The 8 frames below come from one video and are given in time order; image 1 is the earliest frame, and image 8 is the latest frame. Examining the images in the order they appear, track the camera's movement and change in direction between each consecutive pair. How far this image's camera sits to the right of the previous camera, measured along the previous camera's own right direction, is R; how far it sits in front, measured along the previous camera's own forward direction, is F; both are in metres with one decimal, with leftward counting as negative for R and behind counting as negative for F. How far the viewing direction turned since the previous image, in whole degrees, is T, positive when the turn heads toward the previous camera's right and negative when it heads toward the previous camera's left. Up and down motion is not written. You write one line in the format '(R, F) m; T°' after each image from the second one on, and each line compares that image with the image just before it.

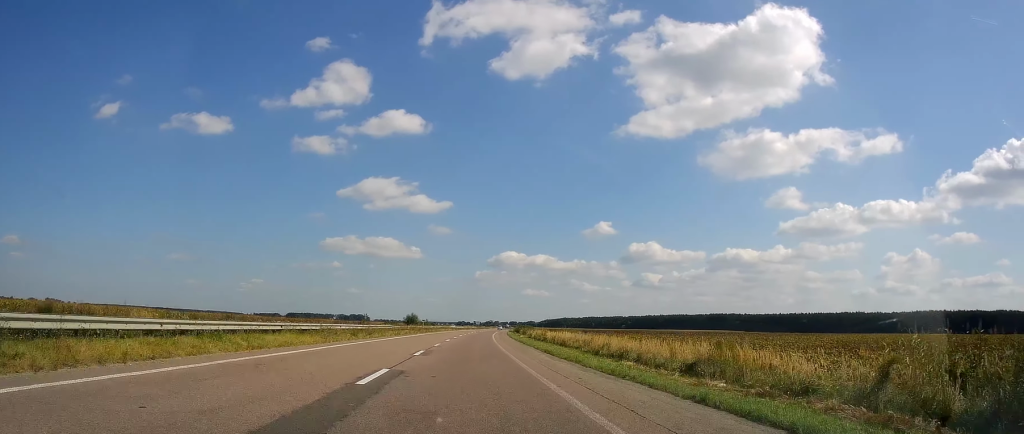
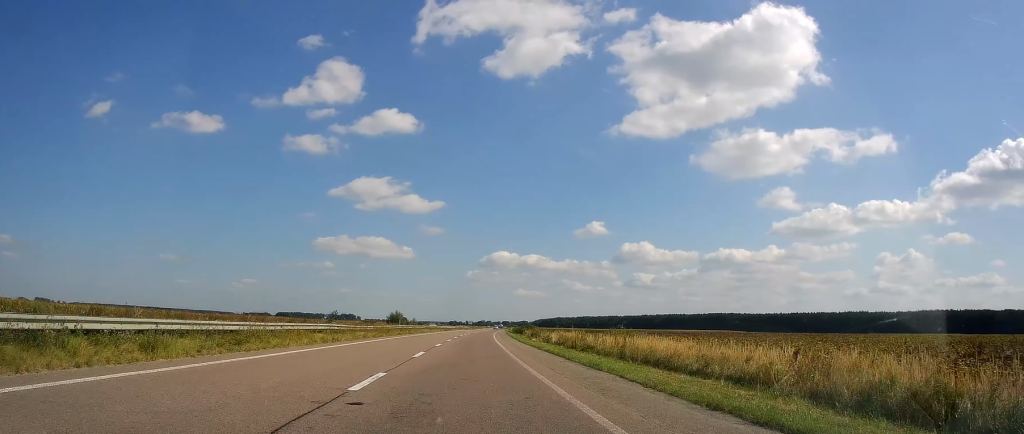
(+0.4, +25.8) m; +1°
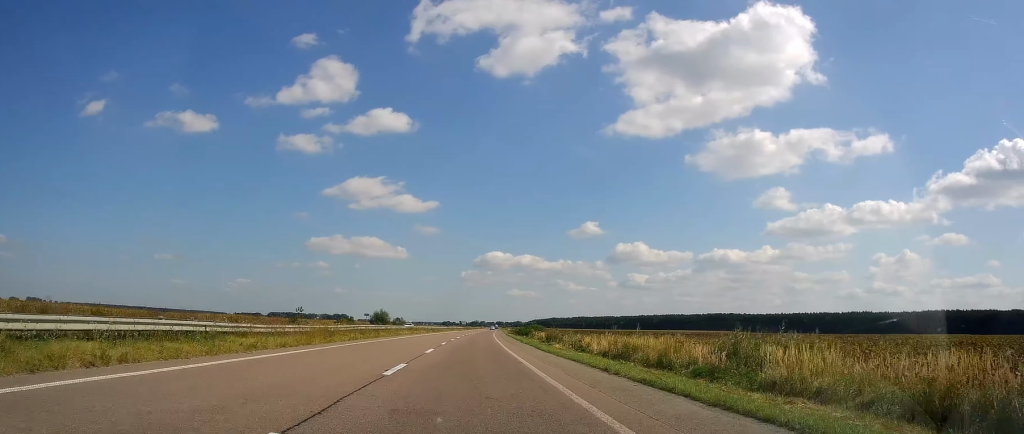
(+0.1, +20.1) m; +1°
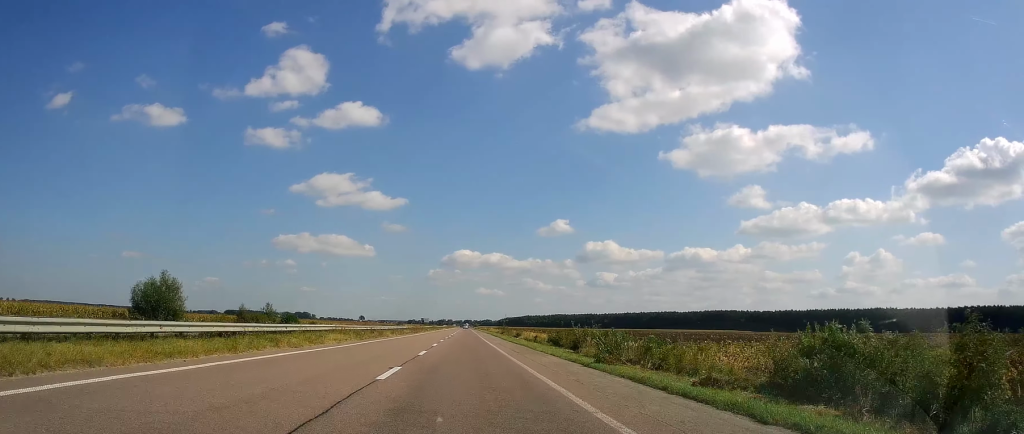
(+2.9, +108.8) m; +3°
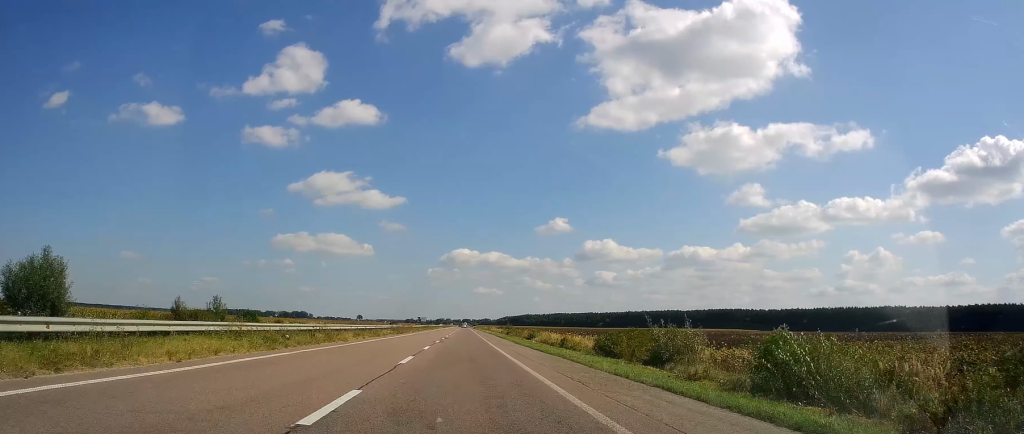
(+0.2, +18.6) m; 0°
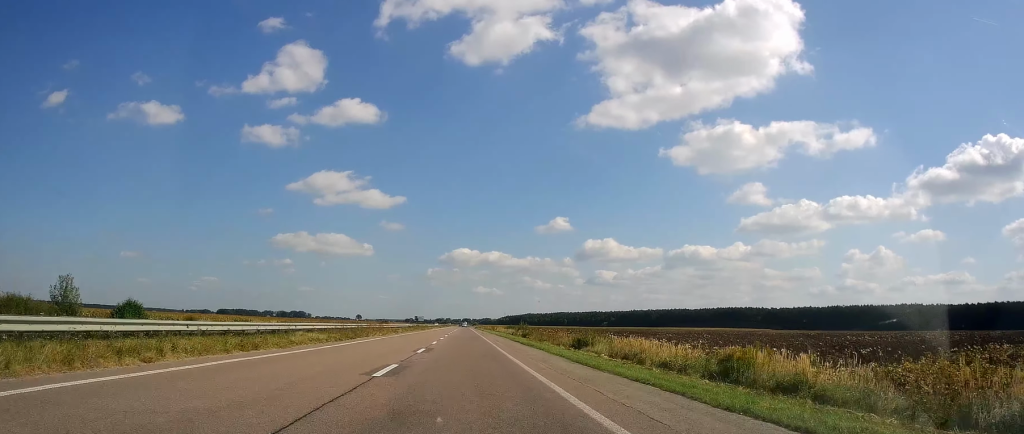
(-0.1, +28.7) m; +1°
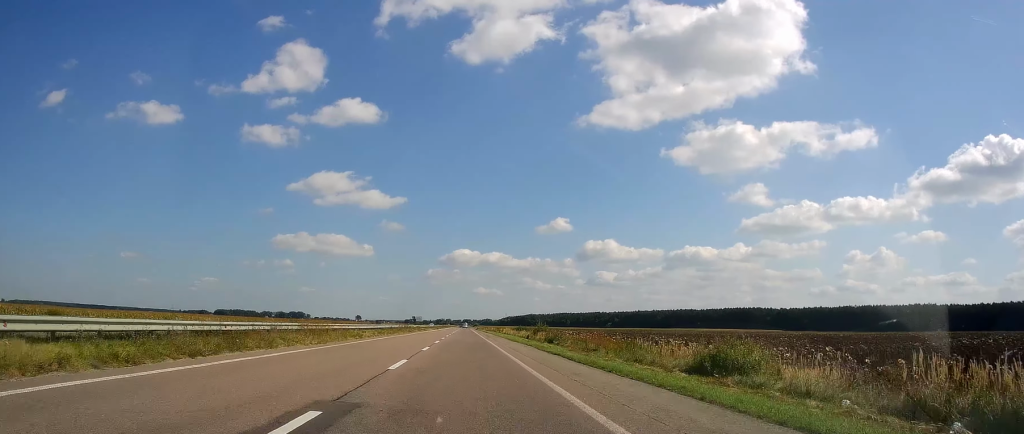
(+0.3, +21.5) m; 0°
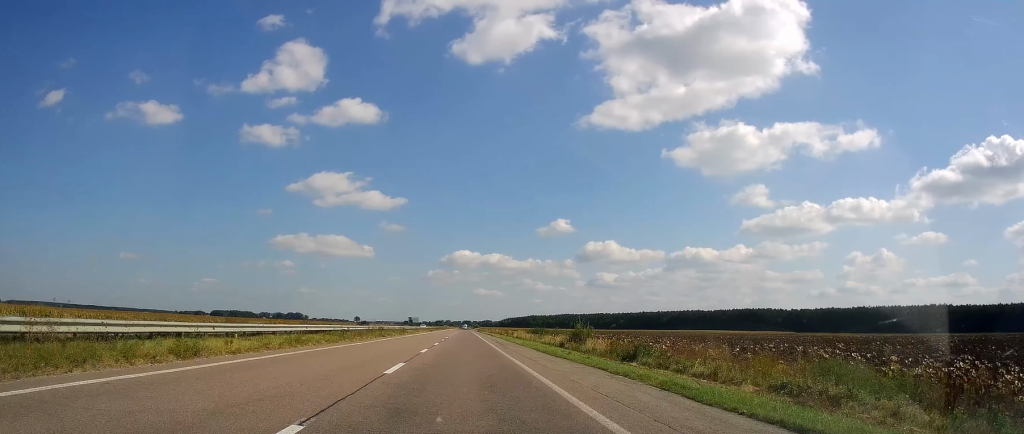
(+0.1, +25.8) m; 0°
